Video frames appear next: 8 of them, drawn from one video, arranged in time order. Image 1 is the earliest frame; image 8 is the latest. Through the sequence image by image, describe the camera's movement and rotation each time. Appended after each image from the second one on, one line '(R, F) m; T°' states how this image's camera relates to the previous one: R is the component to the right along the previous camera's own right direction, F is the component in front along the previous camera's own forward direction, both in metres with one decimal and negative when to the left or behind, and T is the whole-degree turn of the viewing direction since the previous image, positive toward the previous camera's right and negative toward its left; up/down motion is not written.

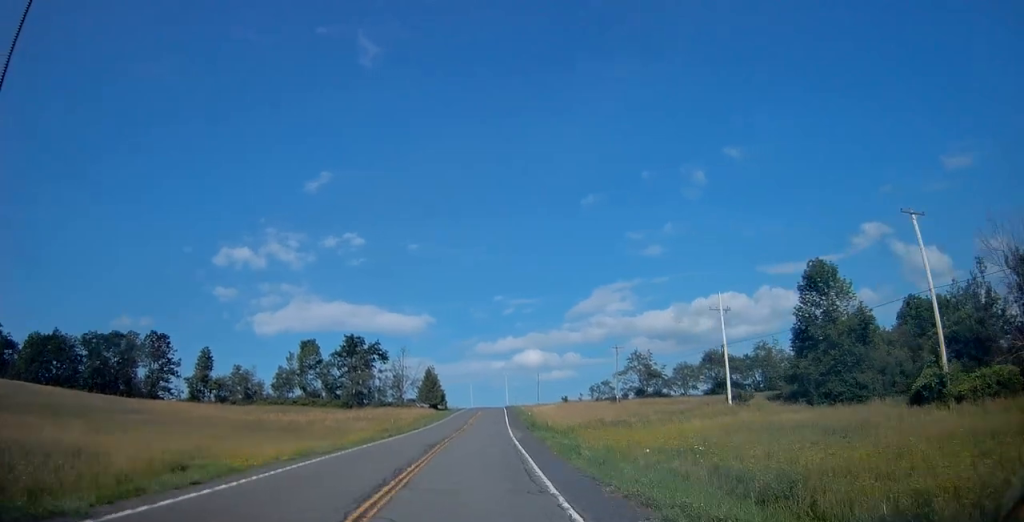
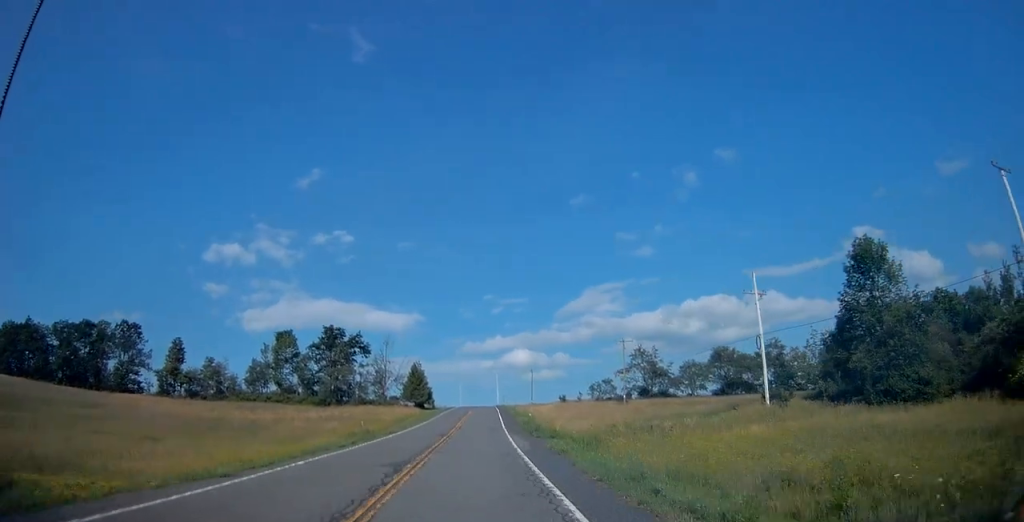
(0.0, +9.4) m; +1°
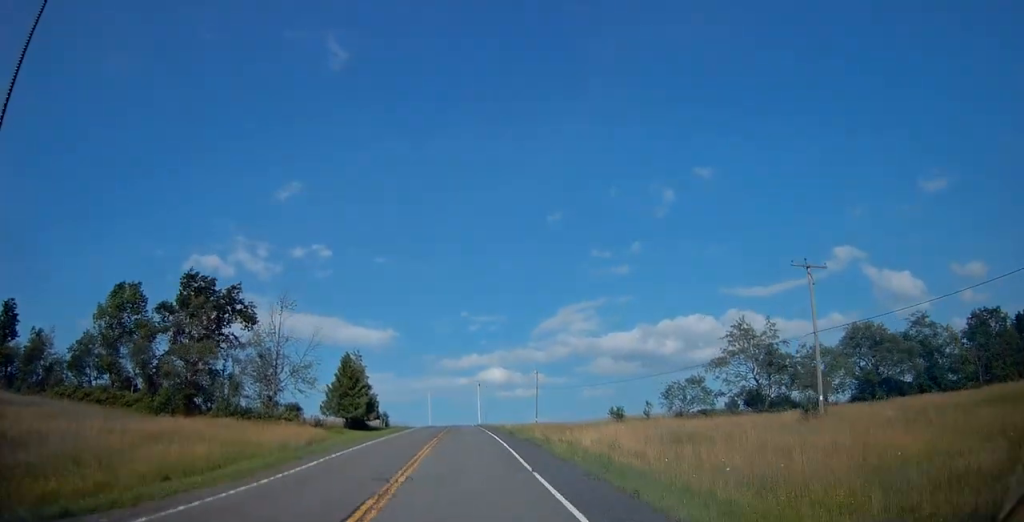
(+2.8, +51.8) m; +4°
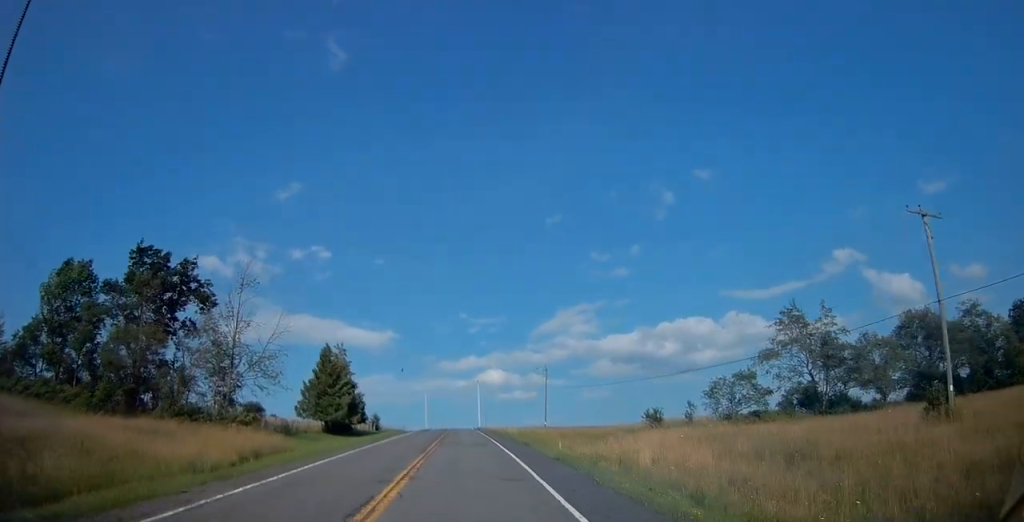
(+0.1, +11.7) m; 0°
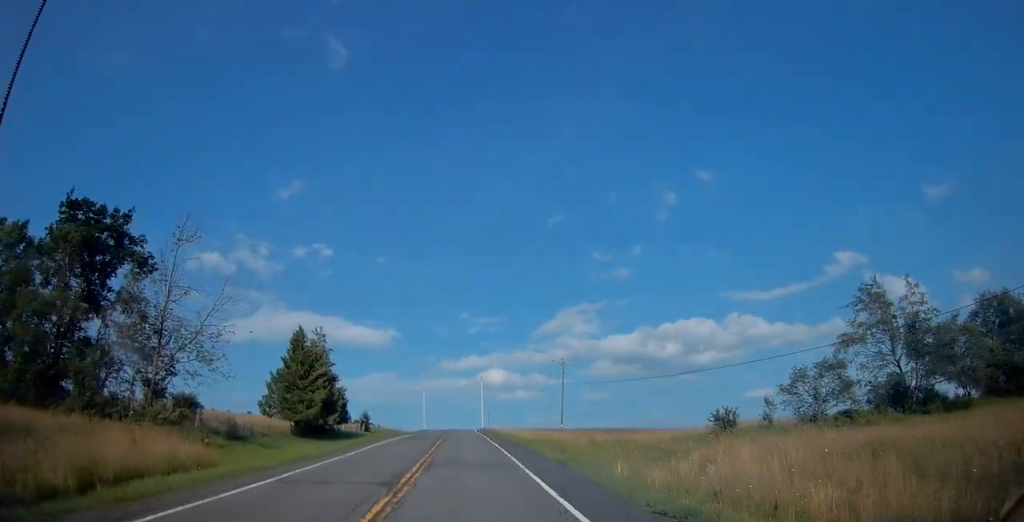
(0.0, +11.8) m; 0°
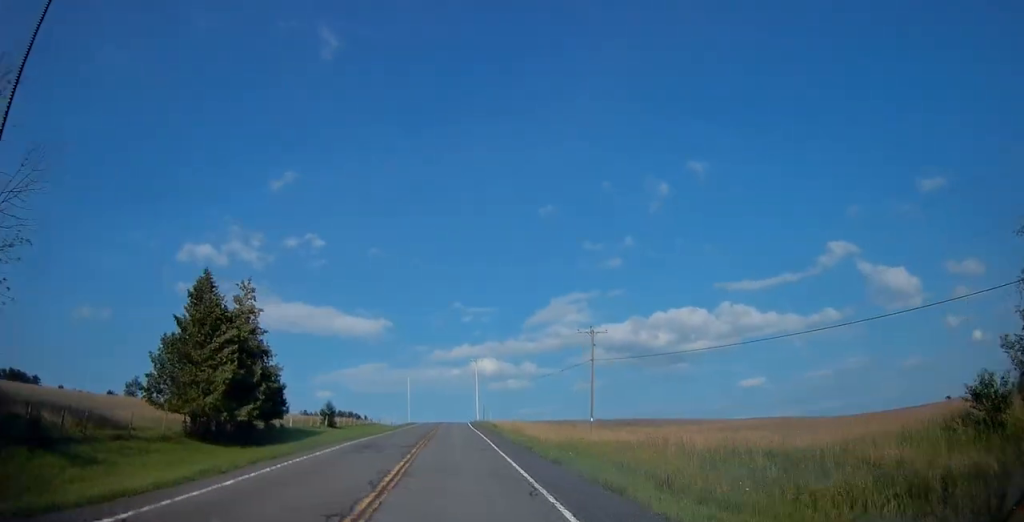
(0.0, +19.0) m; 0°
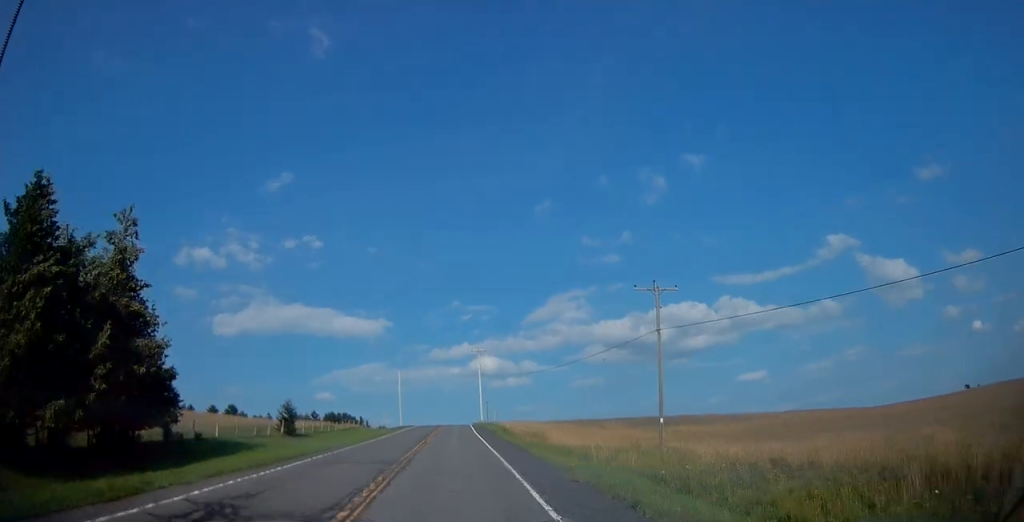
(0.0, +16.1) m; 0°
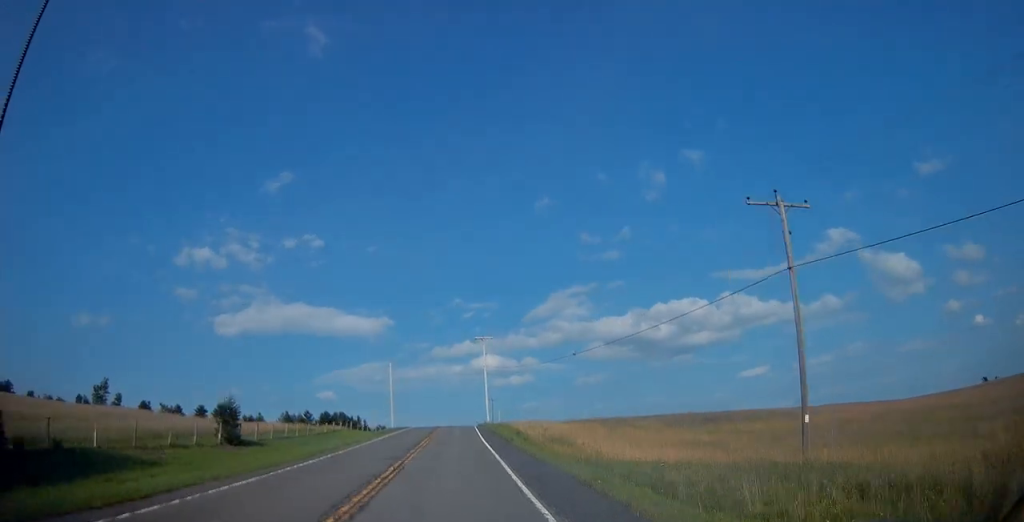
(-0.1, +12.5) m; 0°
